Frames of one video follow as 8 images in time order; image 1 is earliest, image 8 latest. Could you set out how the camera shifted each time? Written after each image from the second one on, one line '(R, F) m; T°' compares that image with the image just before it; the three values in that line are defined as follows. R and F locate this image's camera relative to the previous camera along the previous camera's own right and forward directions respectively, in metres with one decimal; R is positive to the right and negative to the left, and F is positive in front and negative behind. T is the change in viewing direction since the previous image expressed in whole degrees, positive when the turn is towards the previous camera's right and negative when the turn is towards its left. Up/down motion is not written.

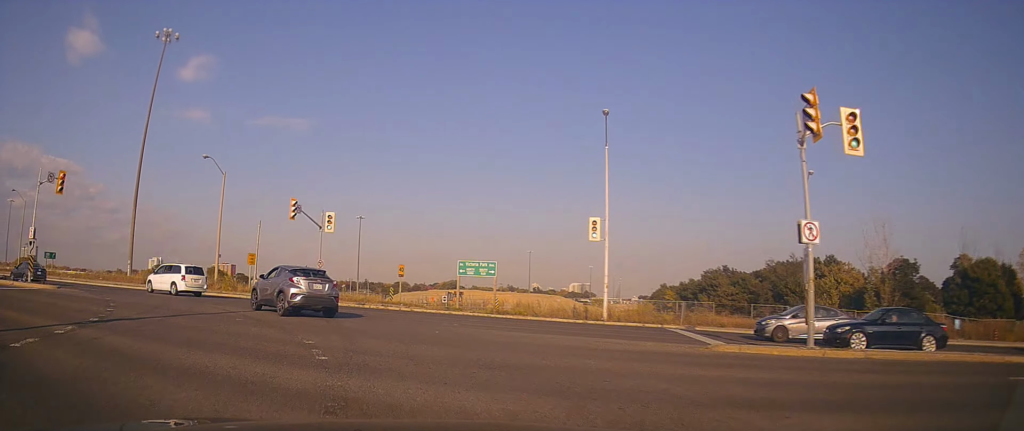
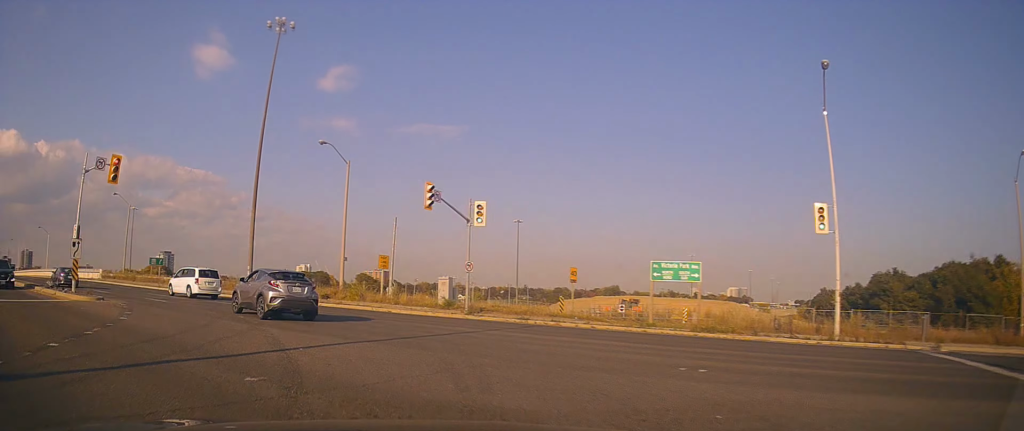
(-0.2, +8.3) m; -18°
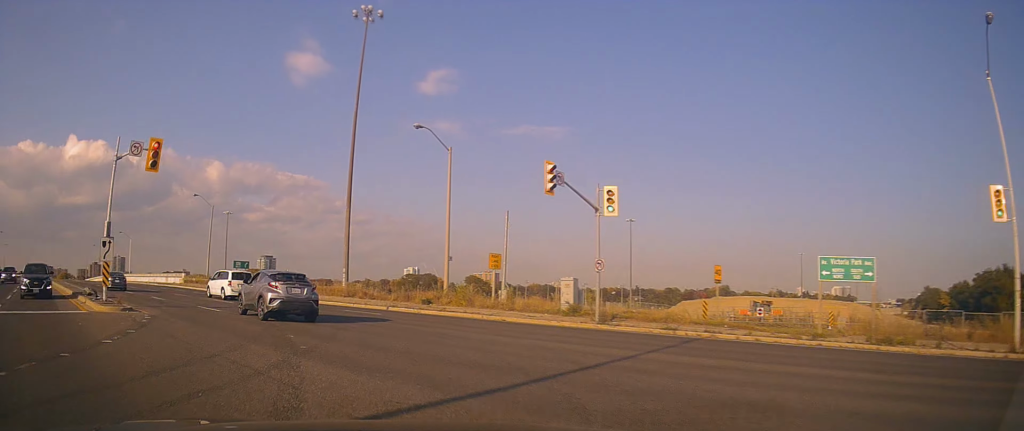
(-1.4, +5.2) m; -12°
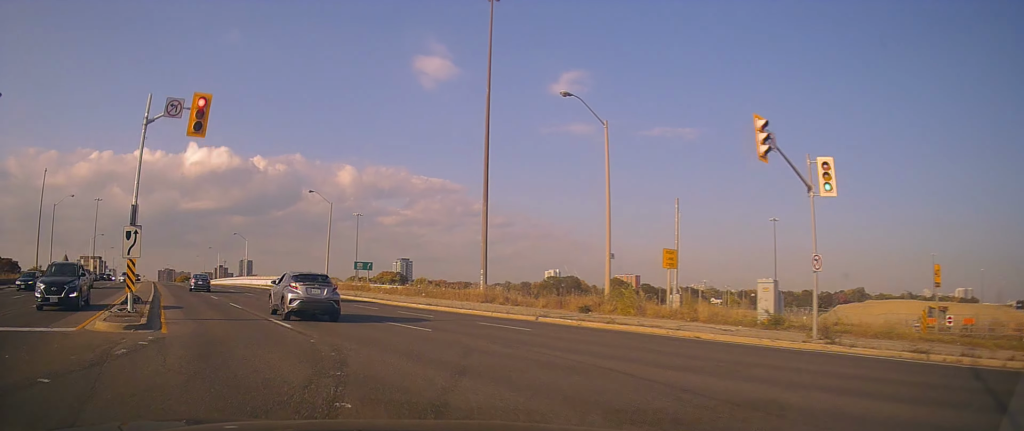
(-0.9, +6.8) m; -13°
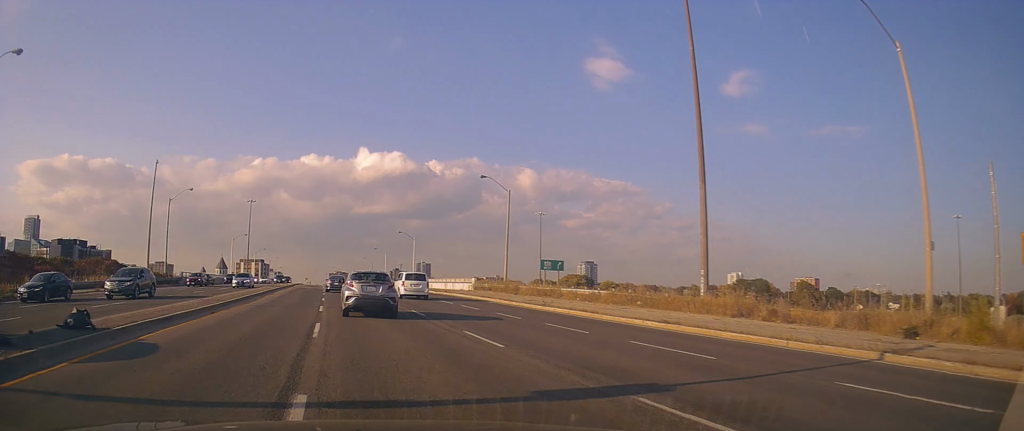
(-1.6, +12.0) m; -14°
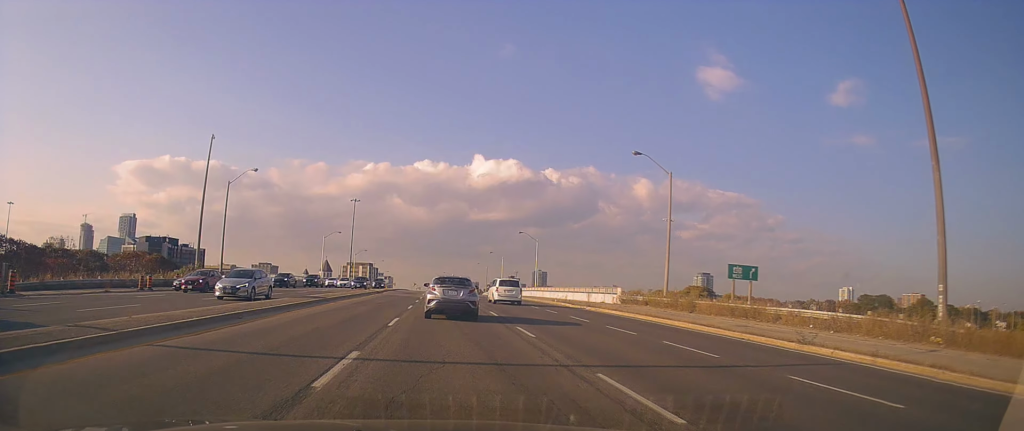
(-1.9, +14.9) m; -10°
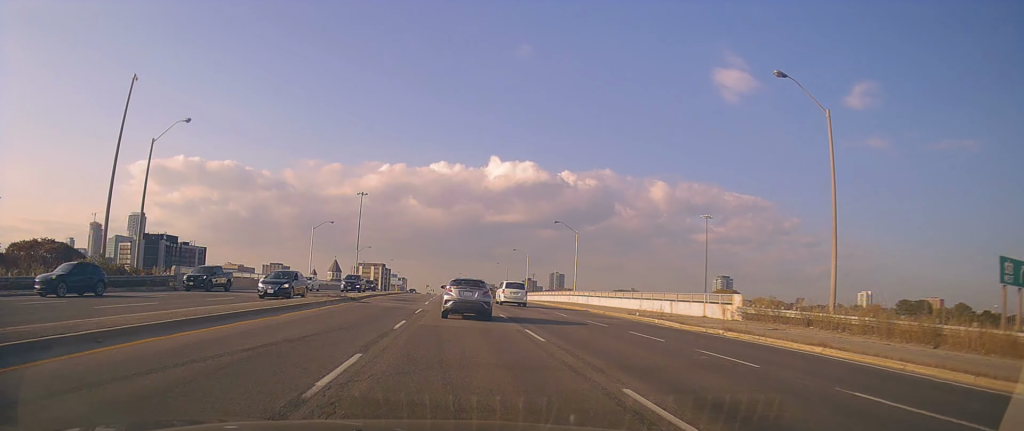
(-0.8, +19.4) m; -2°
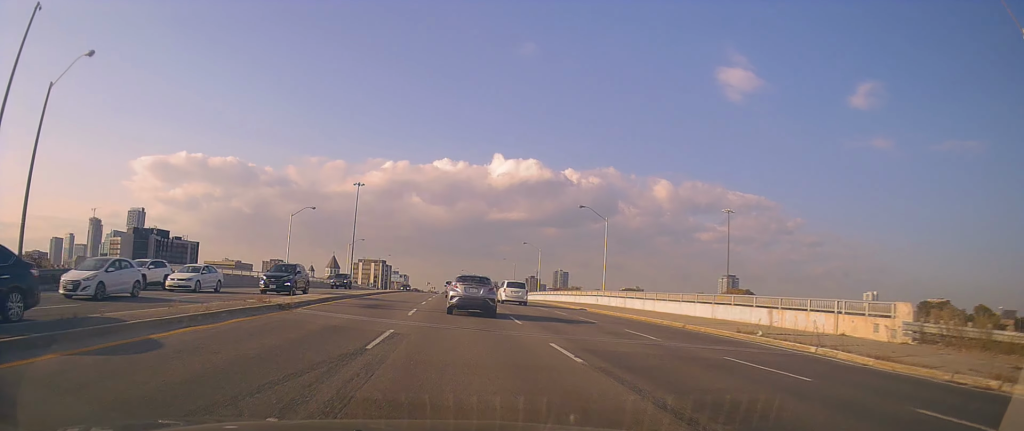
(+0.3, +13.1) m; +1°
